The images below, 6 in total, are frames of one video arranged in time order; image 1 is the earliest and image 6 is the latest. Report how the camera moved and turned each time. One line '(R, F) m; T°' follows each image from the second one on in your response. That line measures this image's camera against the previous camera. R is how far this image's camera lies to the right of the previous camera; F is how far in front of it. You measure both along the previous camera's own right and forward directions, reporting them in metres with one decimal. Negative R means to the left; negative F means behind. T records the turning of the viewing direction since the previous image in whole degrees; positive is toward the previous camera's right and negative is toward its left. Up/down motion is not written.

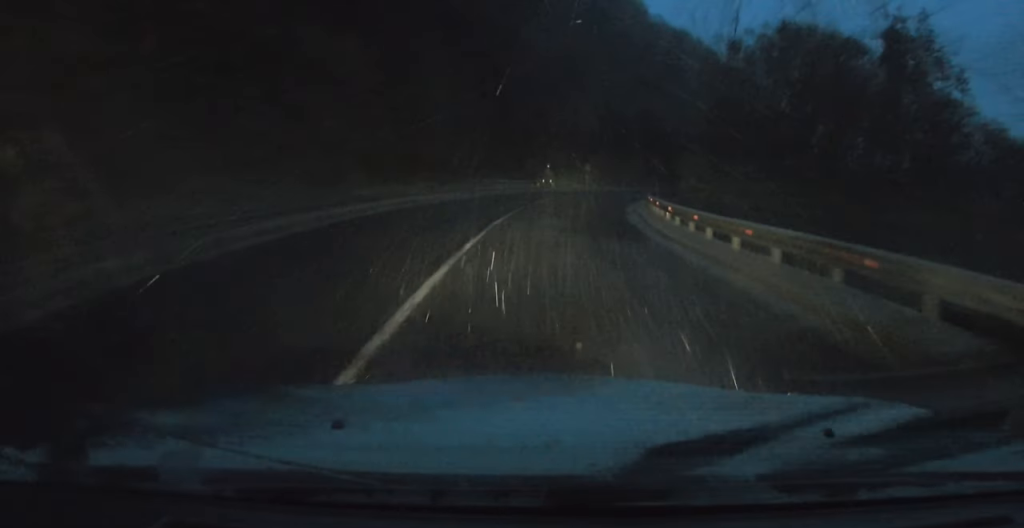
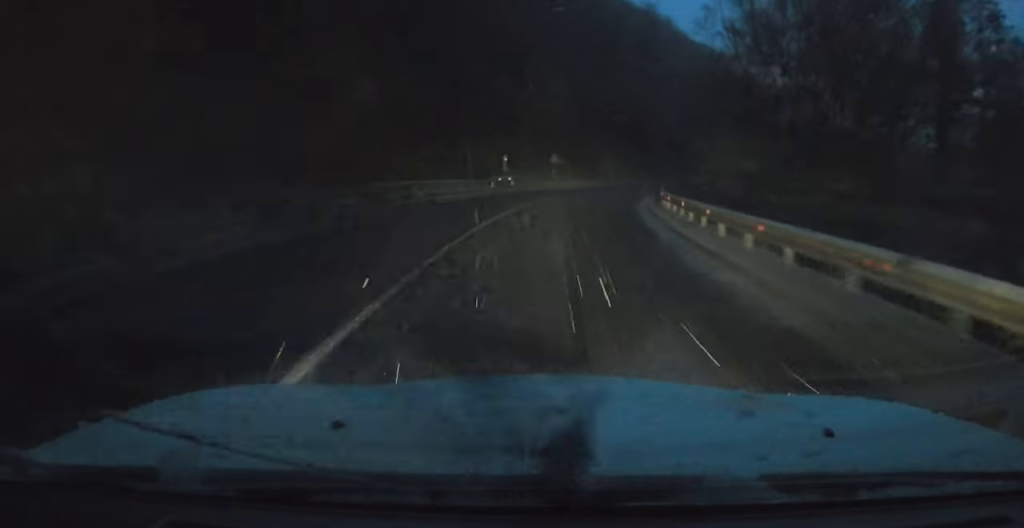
(+0.4, +13.9) m; +3°
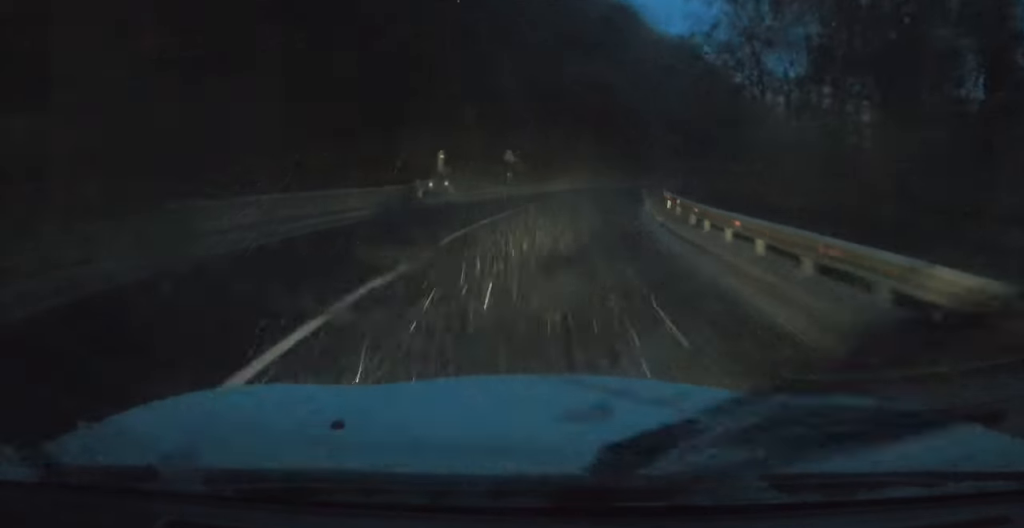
(+0.2, +11.3) m; +4°
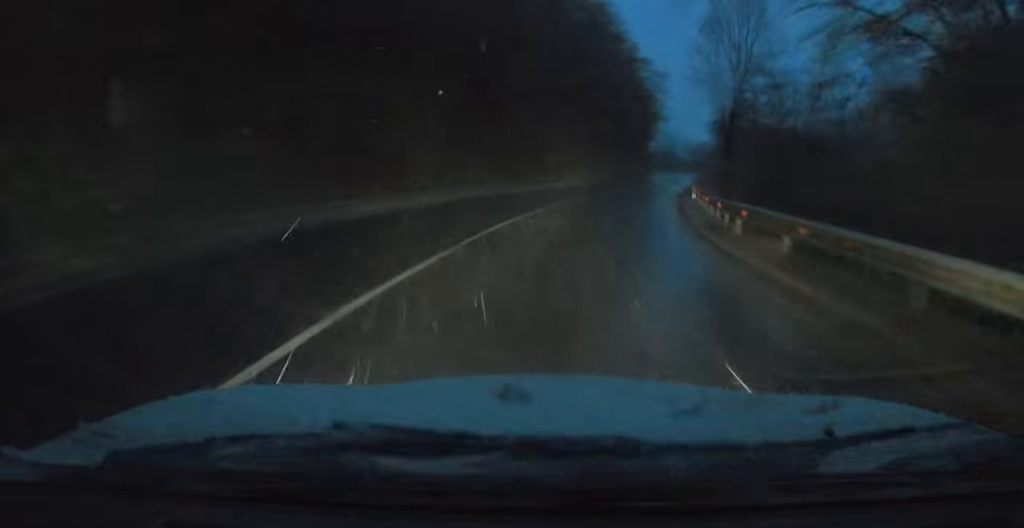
(+4.2, +31.5) m; +14°
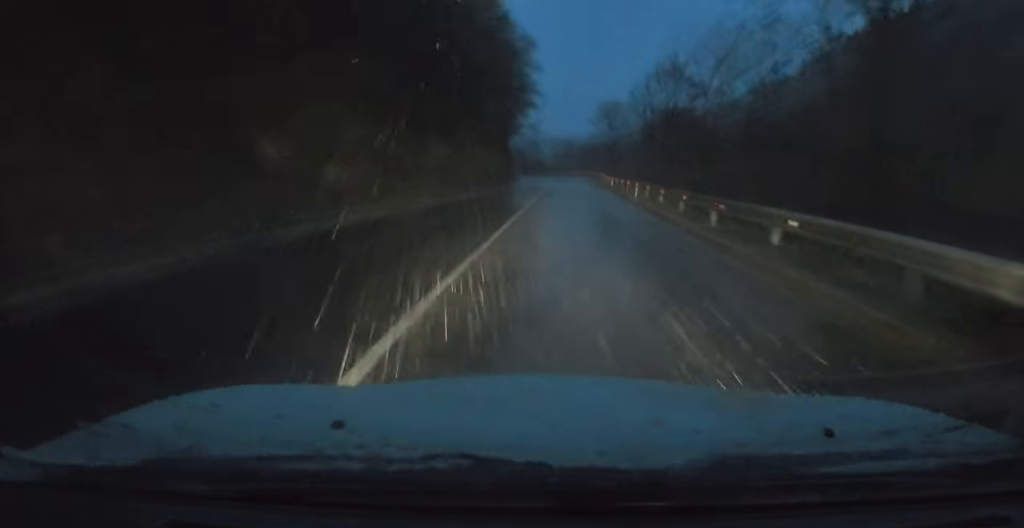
(+2.6, +30.5) m; +8°
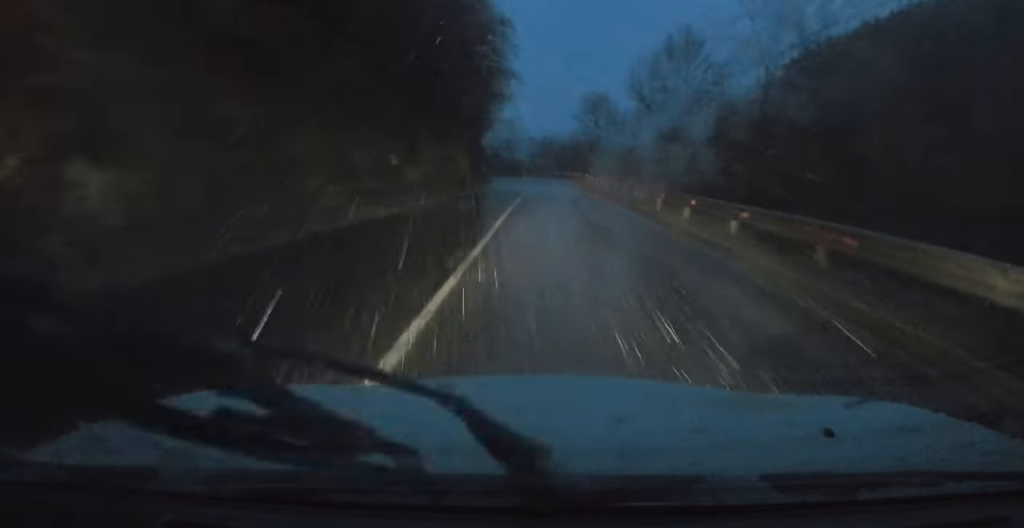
(+0.1, +9.9) m; 0°
